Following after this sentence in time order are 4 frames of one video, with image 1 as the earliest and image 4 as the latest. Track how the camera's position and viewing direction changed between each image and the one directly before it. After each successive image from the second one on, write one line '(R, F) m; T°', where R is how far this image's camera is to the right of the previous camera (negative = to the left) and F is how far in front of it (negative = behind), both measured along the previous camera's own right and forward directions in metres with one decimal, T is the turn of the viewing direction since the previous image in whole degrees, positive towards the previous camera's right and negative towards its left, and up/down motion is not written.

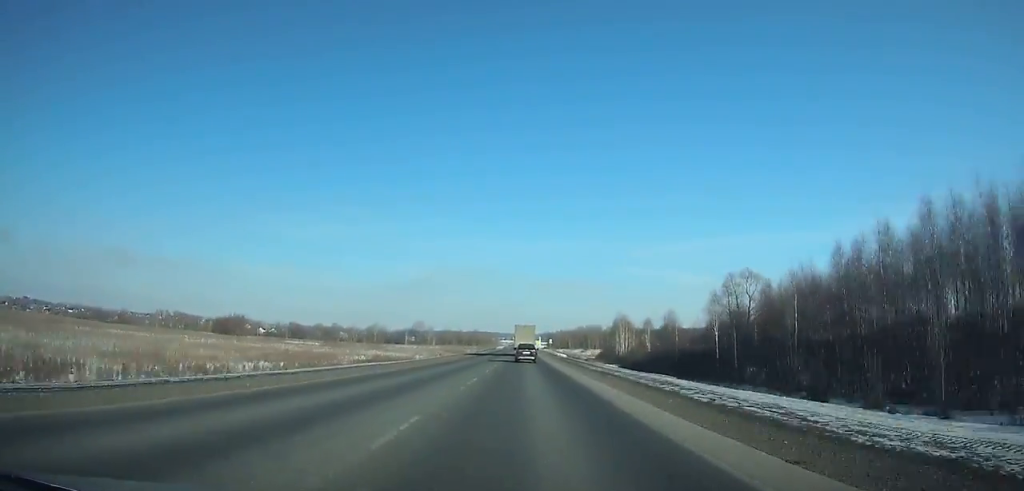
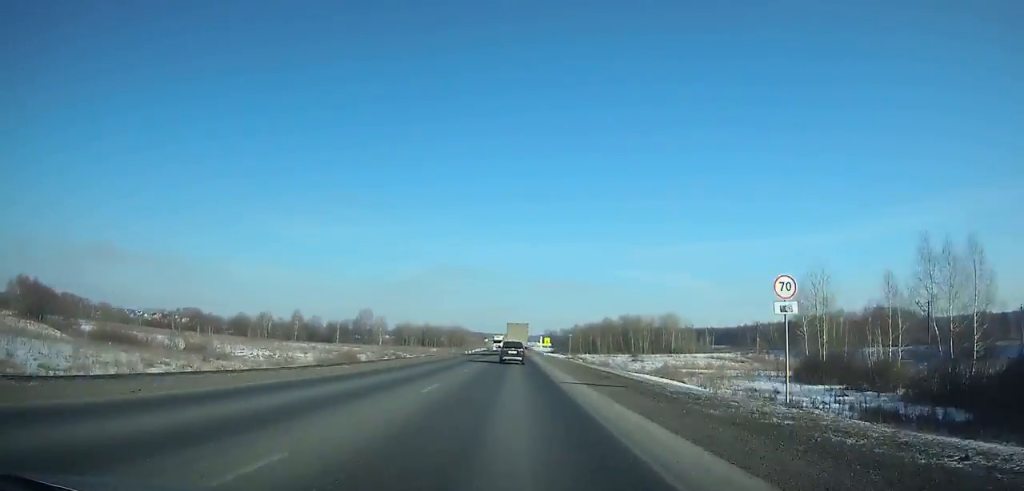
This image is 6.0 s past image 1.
(-0.3, +144.1) m; 0°
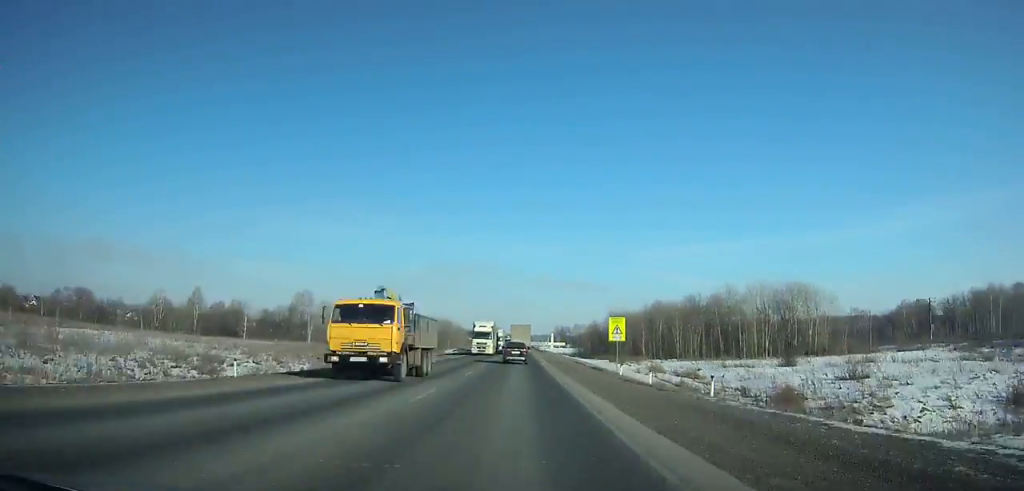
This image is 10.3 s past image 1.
(0.0, +97.1) m; 0°
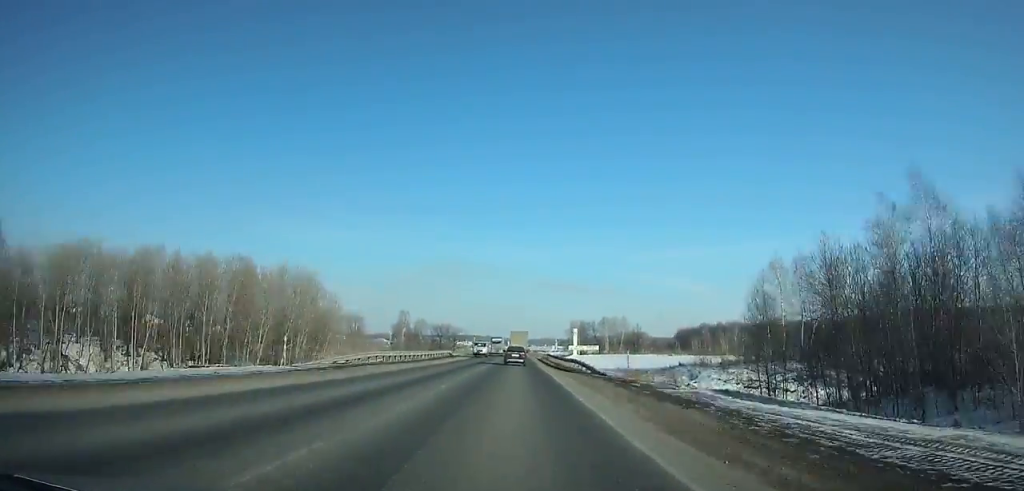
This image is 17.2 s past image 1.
(-0.4, +152.0) m; -1°
